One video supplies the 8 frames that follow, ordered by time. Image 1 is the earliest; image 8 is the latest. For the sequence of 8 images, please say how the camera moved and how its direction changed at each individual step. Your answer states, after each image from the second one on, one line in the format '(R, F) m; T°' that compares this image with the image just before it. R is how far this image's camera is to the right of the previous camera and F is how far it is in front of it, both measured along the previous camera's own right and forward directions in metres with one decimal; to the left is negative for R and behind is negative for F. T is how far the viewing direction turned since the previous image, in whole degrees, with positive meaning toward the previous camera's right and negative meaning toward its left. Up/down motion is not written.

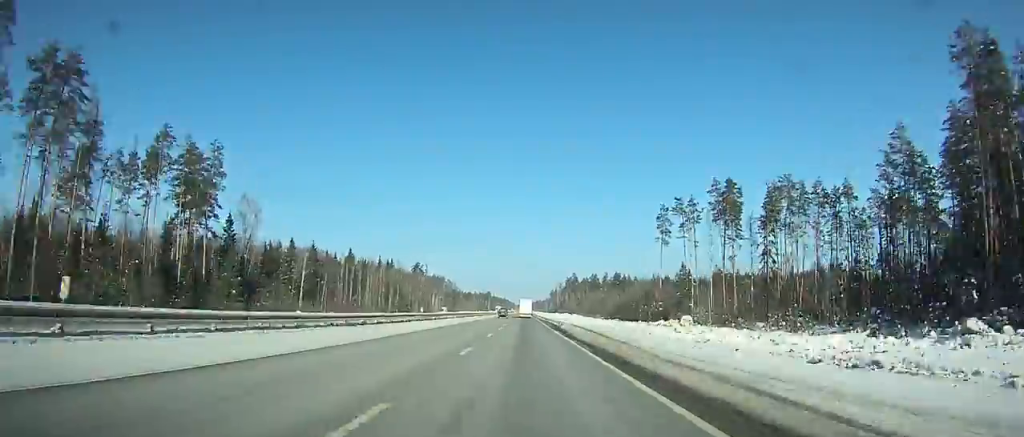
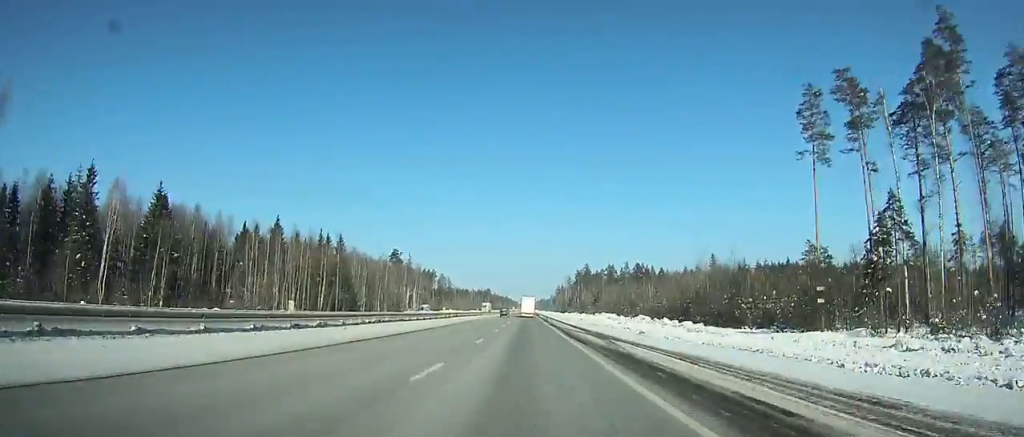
(0.0, +67.0) m; 0°
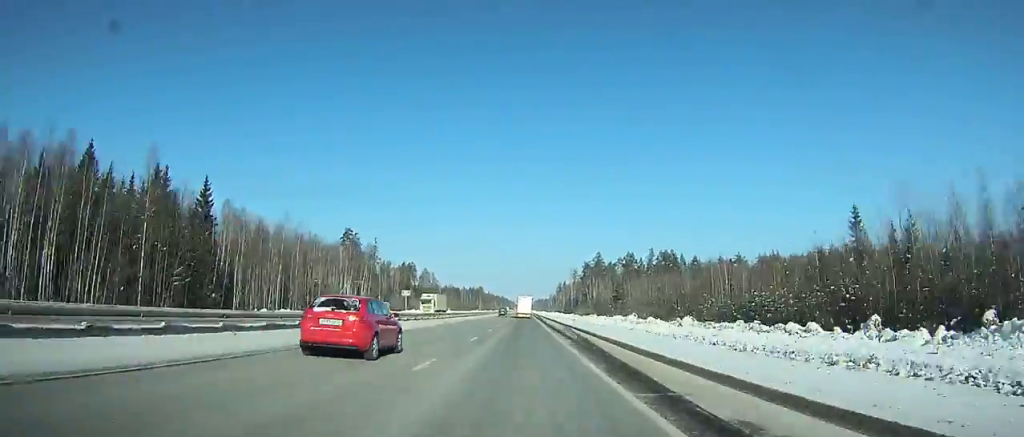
(-0.1, +70.0) m; 0°
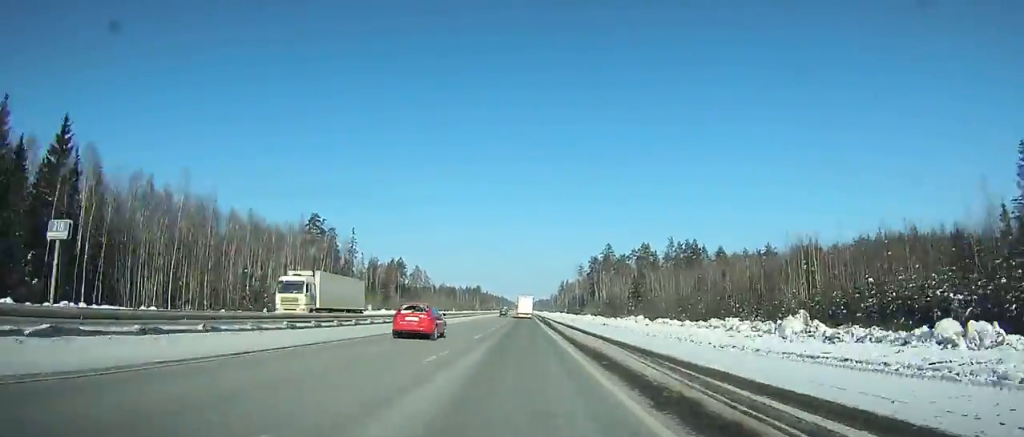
(+0.1, +35.1) m; 0°
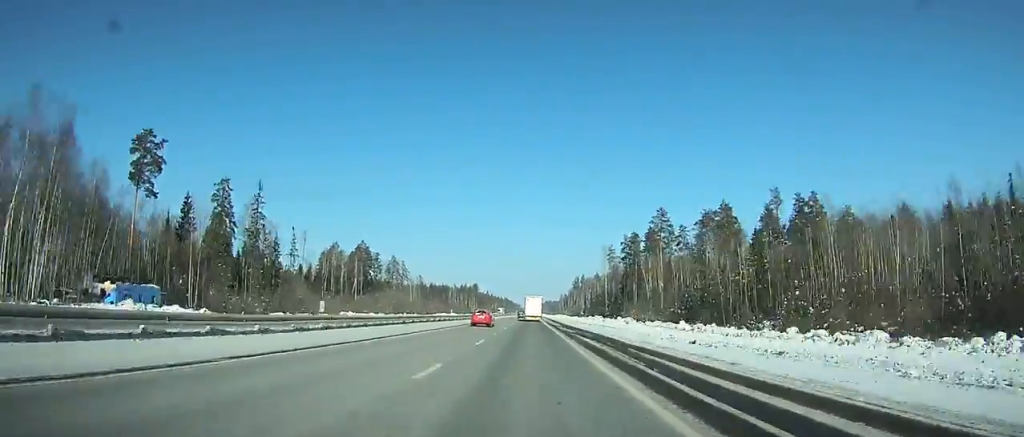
(-0.1, +86.5) m; 0°
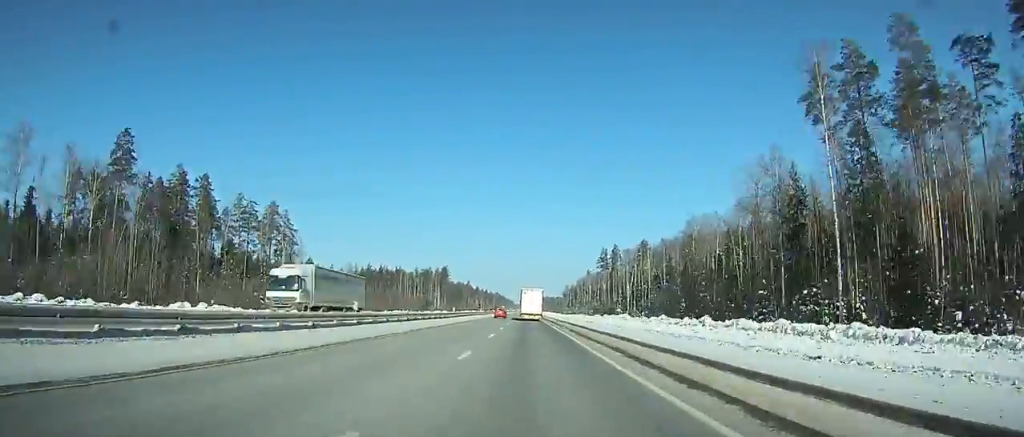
(+0.4, +153.0) m; 0°
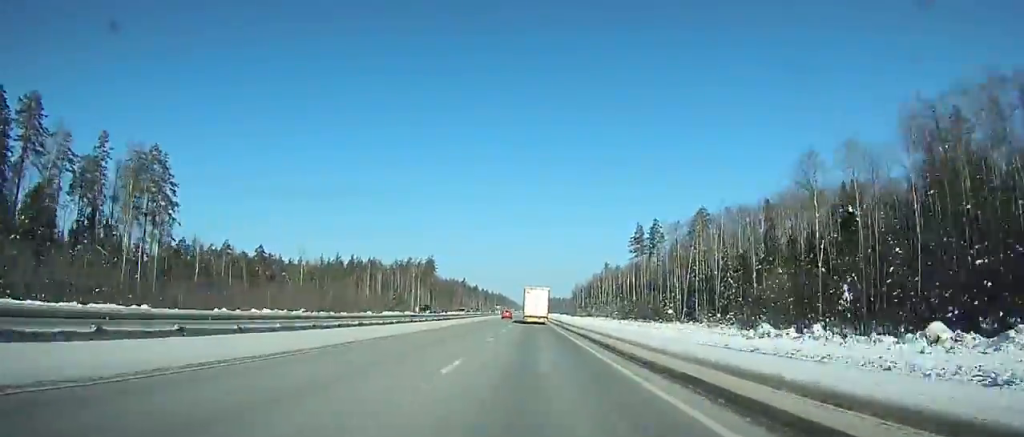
(0.0, +63.5) m; 0°
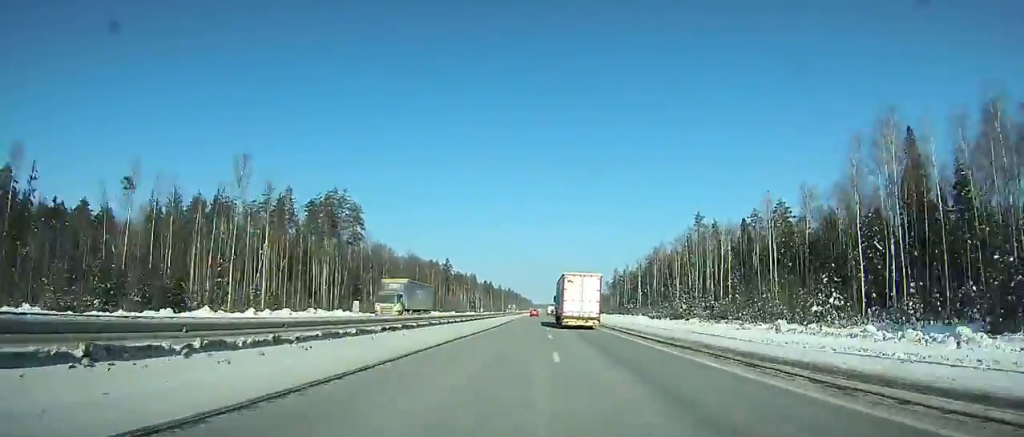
(-0.8, +139.9) m; 0°
